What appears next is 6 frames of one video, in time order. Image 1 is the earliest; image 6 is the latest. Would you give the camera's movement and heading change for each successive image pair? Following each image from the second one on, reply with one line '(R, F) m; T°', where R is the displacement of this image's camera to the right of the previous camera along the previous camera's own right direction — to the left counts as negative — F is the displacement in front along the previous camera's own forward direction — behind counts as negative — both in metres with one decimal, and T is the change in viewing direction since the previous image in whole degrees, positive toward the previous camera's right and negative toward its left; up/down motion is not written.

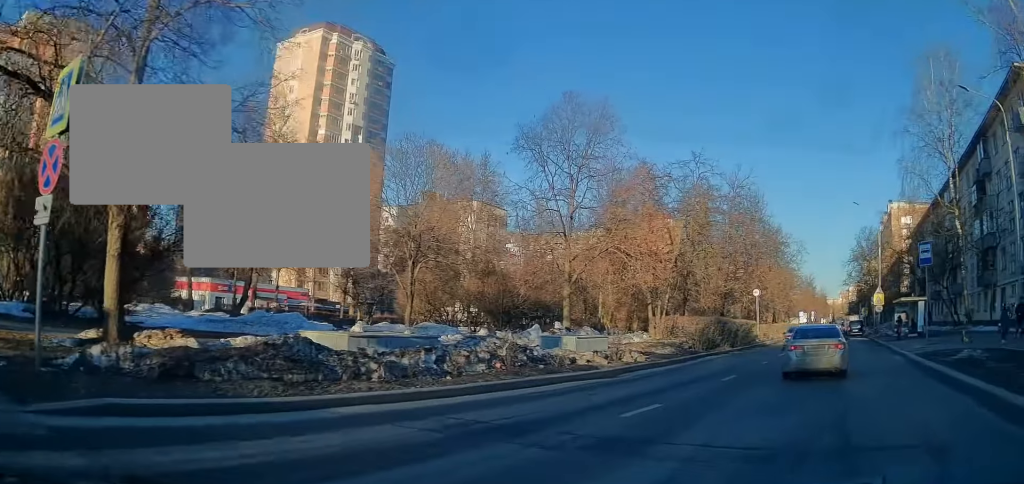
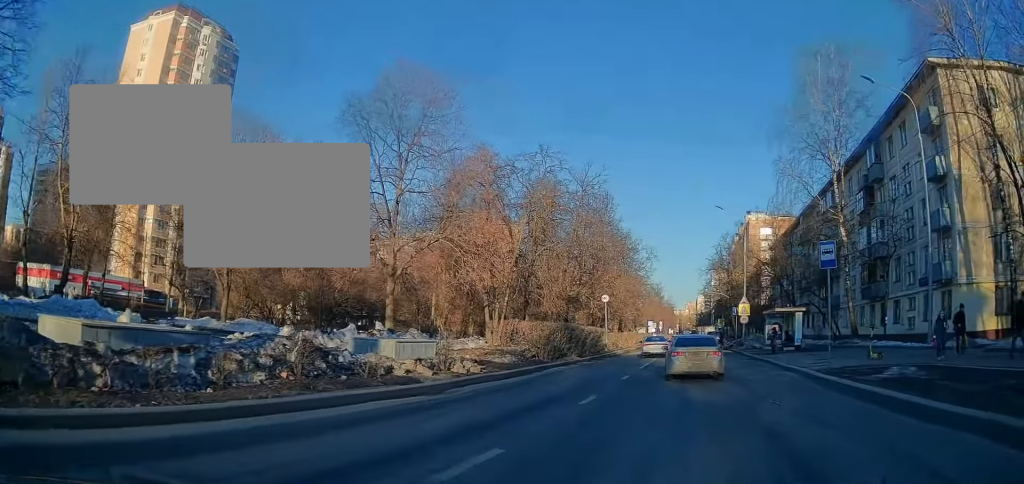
(+0.5, +3.2) m; +12°
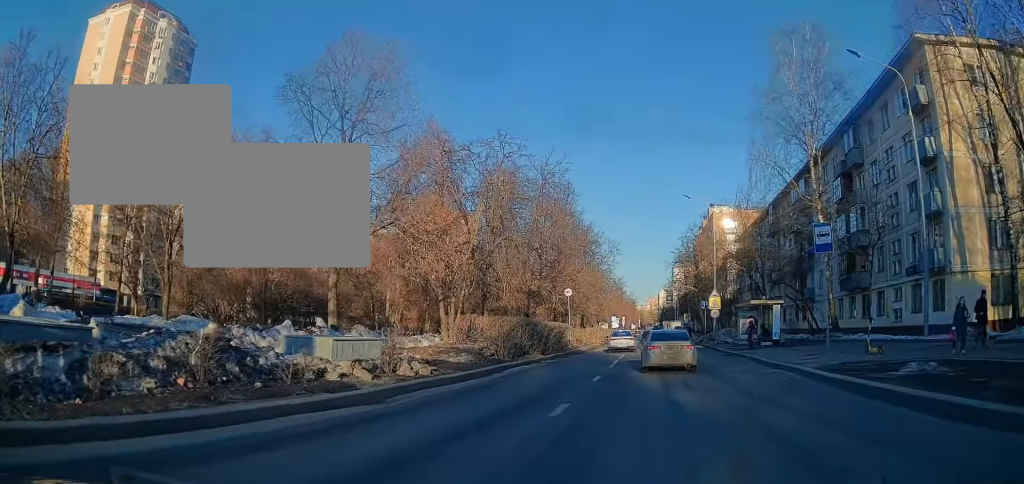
(+0.2, +2.0) m; +5°
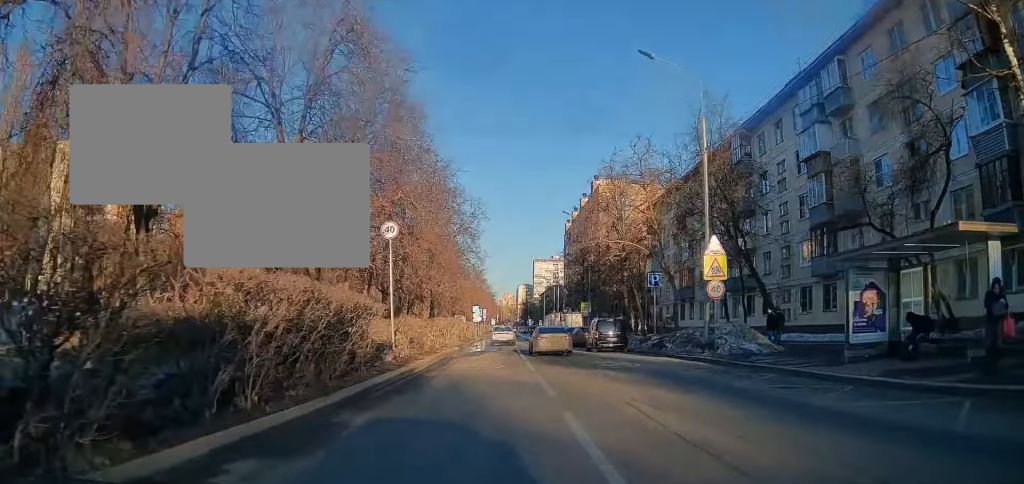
(+3.9, +27.6) m; +10°
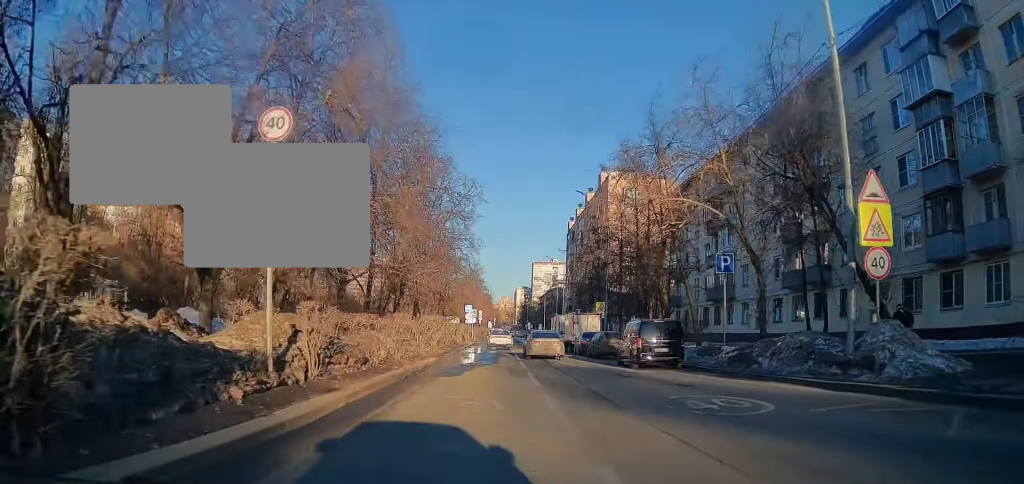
(+0.1, +11.3) m; +1°
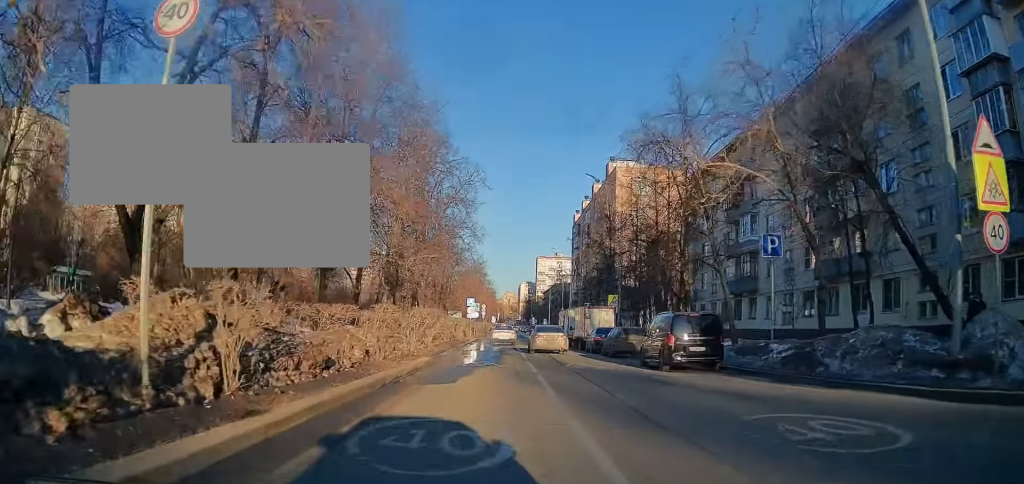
(+0.1, +4.2) m; 0°
